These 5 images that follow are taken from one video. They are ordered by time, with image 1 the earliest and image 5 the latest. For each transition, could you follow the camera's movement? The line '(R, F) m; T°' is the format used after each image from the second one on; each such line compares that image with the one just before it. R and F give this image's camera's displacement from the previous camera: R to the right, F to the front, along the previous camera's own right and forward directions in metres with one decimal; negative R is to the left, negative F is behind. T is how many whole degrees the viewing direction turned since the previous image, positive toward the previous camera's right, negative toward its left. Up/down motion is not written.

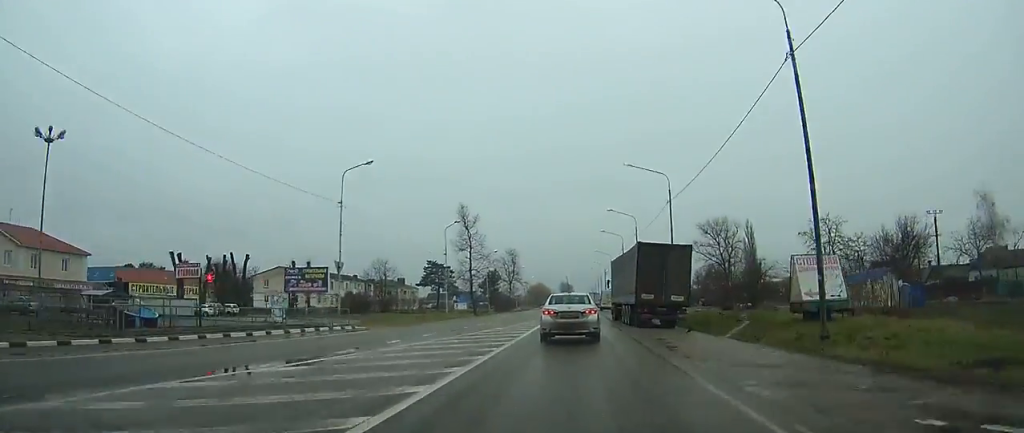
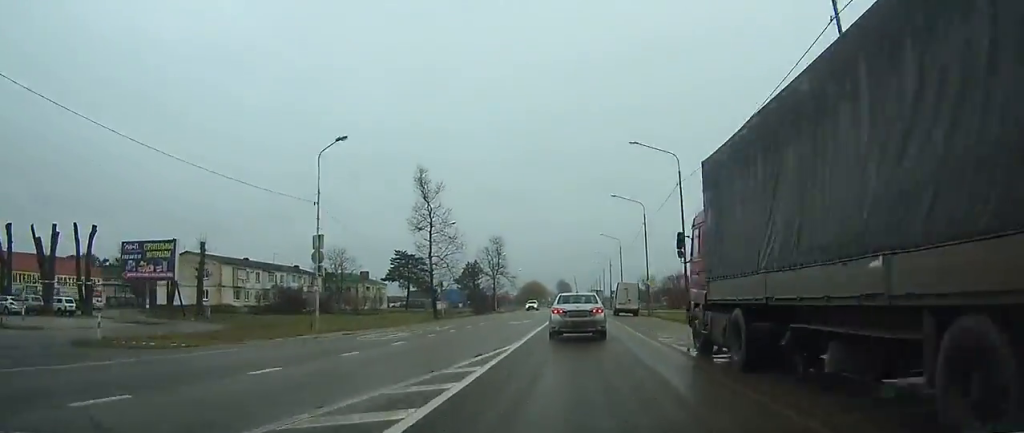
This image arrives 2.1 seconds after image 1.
(0.0, +29.0) m; 0°
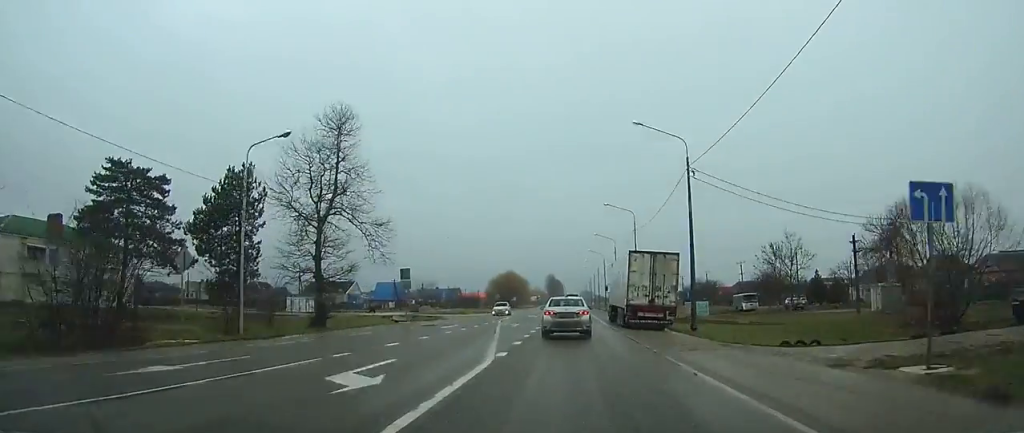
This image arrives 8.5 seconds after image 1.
(+0.1, +92.4) m; 0°
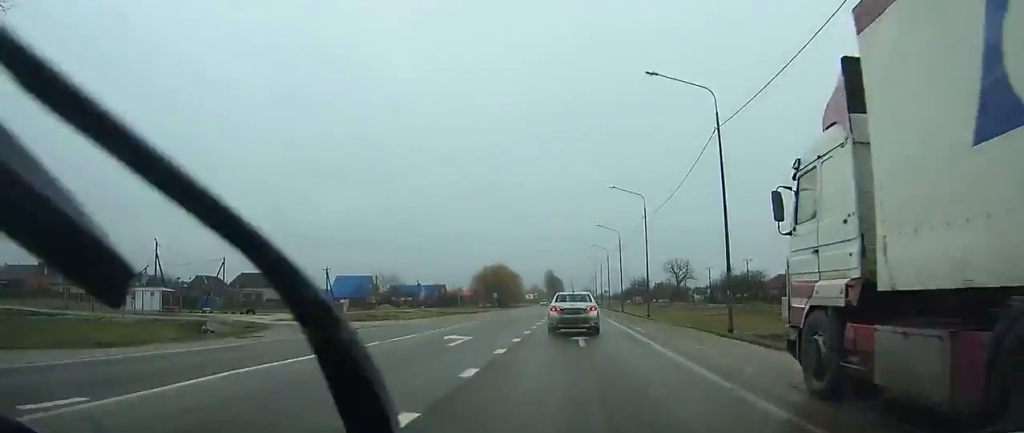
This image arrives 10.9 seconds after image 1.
(0.0, +37.4) m; 0°
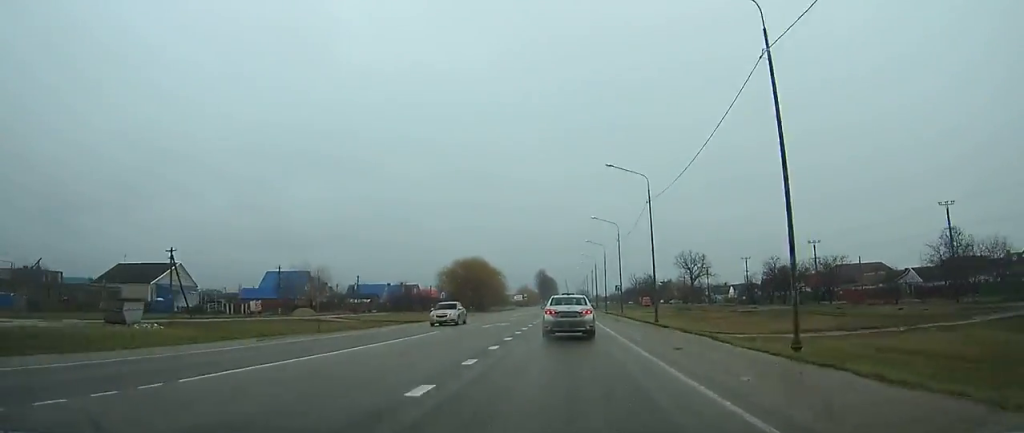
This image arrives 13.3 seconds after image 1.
(+0.3, +38.3) m; 0°
